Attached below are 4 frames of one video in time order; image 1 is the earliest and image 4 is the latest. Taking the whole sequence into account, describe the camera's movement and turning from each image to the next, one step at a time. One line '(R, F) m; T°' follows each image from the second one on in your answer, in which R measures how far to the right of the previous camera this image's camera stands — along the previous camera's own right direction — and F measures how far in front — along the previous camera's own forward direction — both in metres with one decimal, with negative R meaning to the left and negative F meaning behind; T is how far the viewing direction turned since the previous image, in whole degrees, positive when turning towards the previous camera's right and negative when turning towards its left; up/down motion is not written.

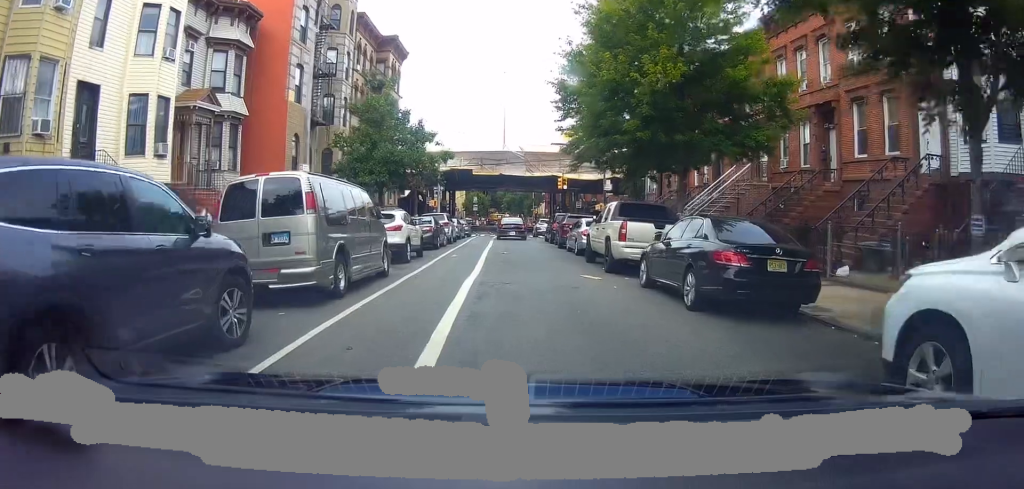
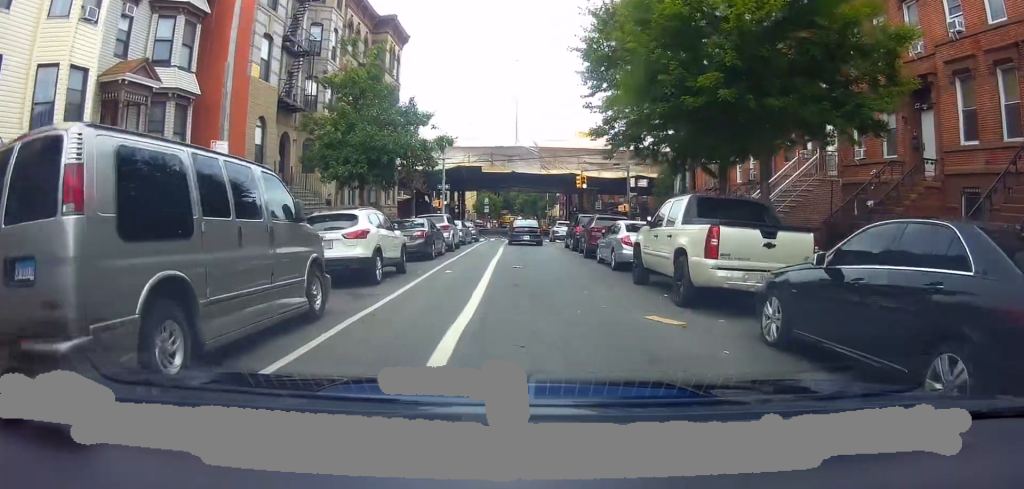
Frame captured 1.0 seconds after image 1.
(-0.1, +5.3) m; -5°
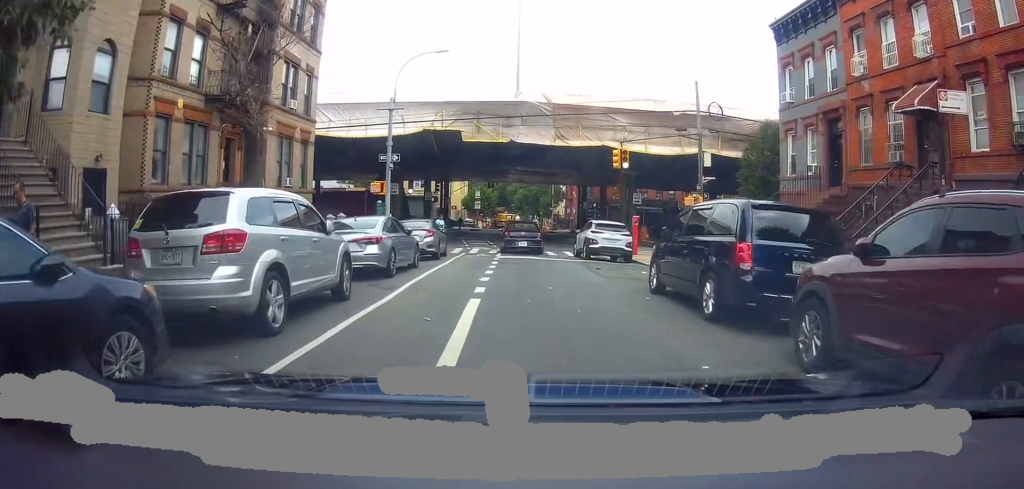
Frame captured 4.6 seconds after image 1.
(+0.5, +17.9) m; +2°
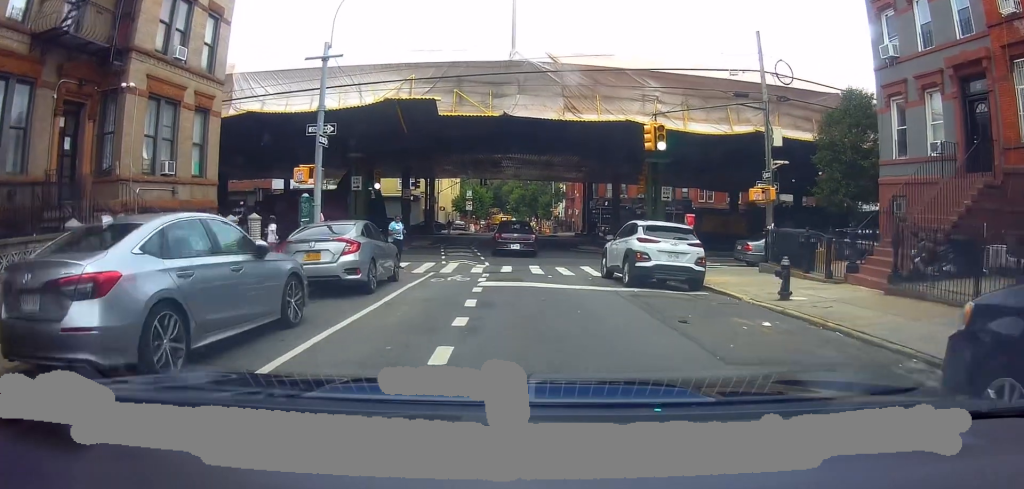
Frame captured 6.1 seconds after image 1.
(0.0, +8.6) m; +2°
